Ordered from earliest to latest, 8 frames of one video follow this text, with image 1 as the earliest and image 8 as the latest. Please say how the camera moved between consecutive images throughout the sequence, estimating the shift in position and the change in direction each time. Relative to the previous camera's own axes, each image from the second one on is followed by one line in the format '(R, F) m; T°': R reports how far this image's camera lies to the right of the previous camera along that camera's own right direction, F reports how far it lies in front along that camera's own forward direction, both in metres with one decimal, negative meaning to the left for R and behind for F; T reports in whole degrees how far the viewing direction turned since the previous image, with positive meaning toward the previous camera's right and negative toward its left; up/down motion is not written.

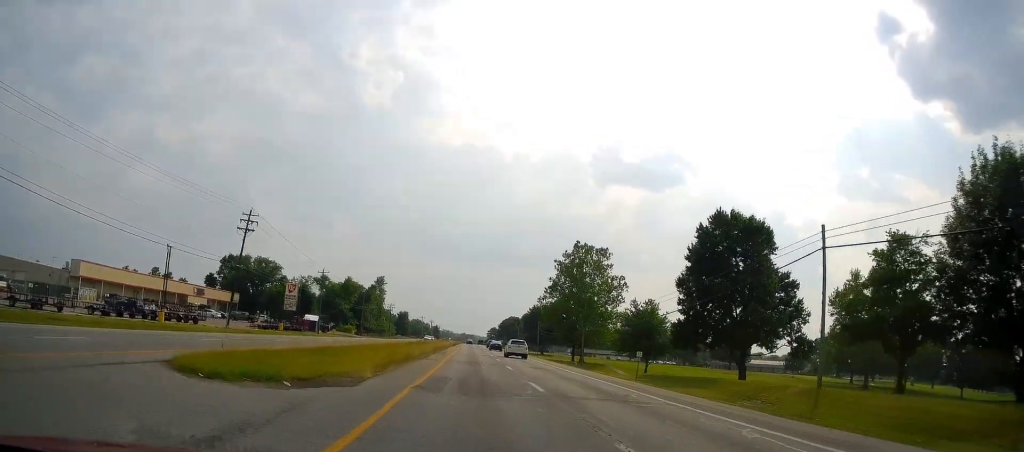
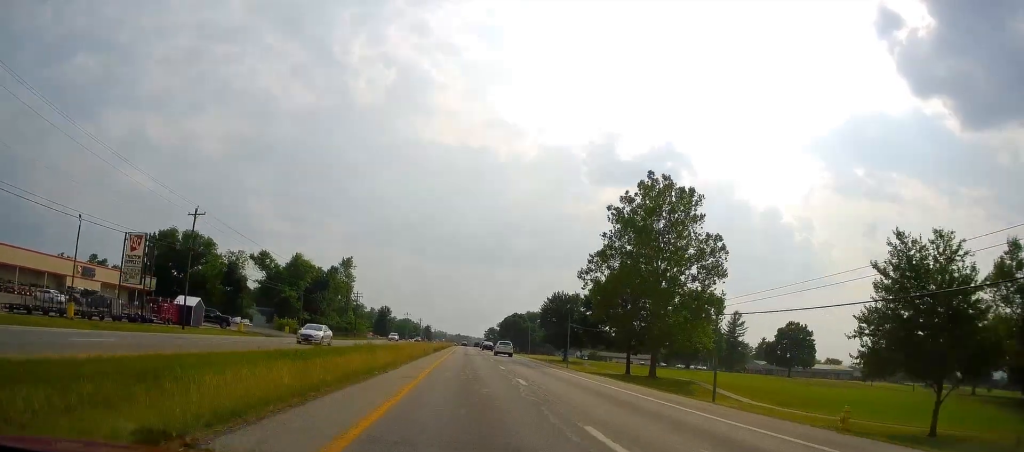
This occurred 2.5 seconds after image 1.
(-0.8, +45.0) m; -2°
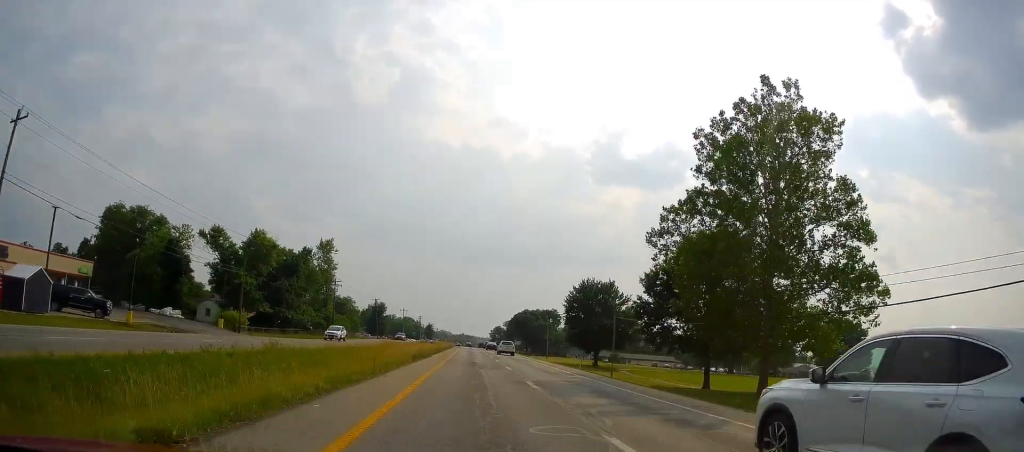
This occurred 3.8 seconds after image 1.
(+0.1, +26.1) m; -1°
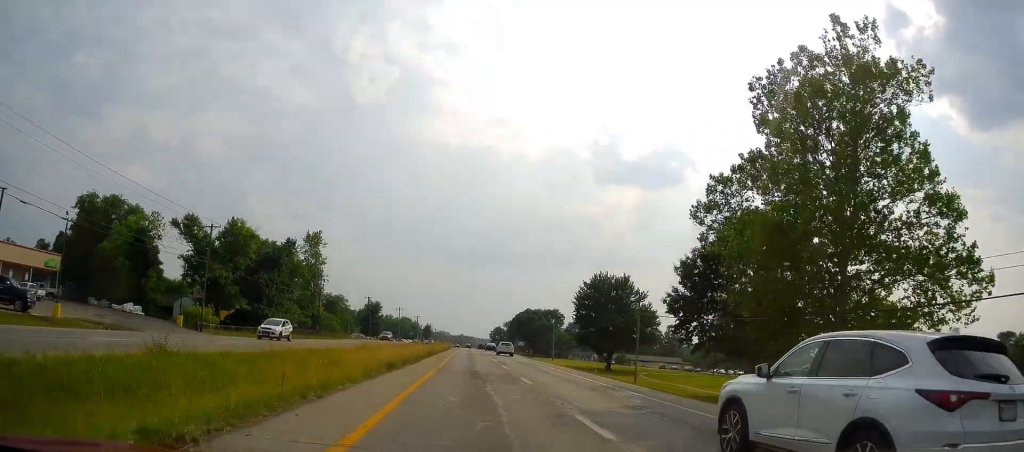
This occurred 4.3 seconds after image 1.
(+0.1, +9.6) m; -1°
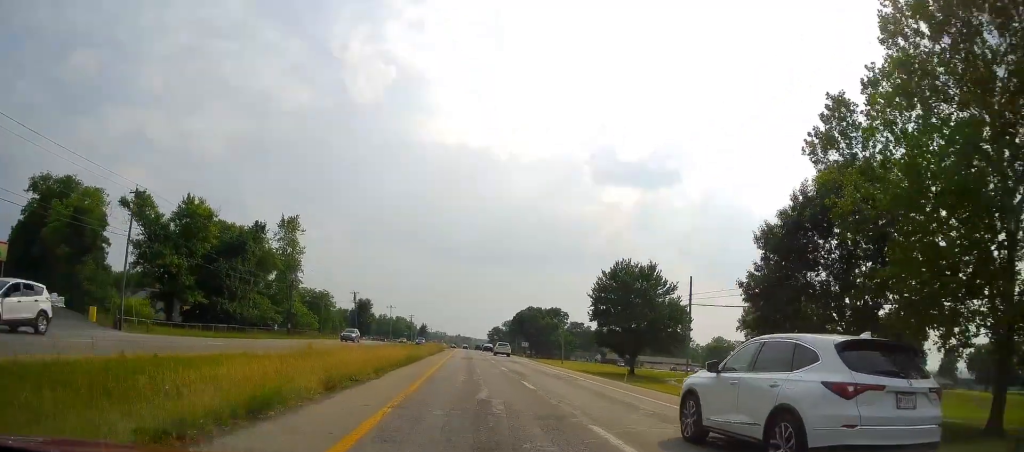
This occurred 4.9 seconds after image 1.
(-0.6, +13.9) m; 0°
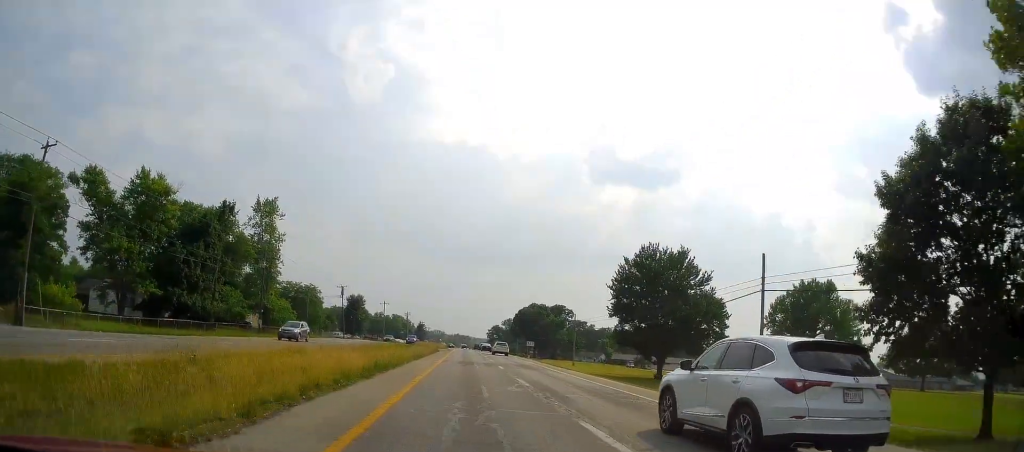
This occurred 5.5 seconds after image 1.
(+0.1, +11.3) m; +1°
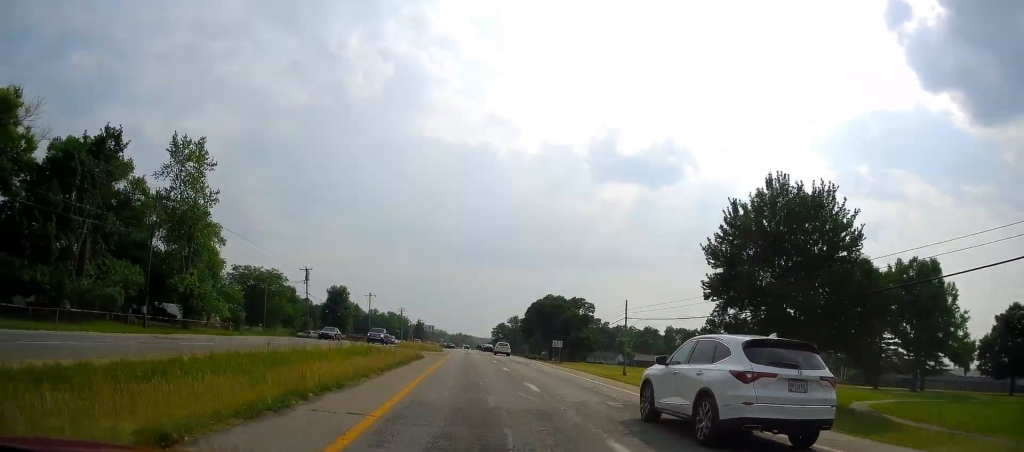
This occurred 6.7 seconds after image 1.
(+0.8, +26.5) m; +1°
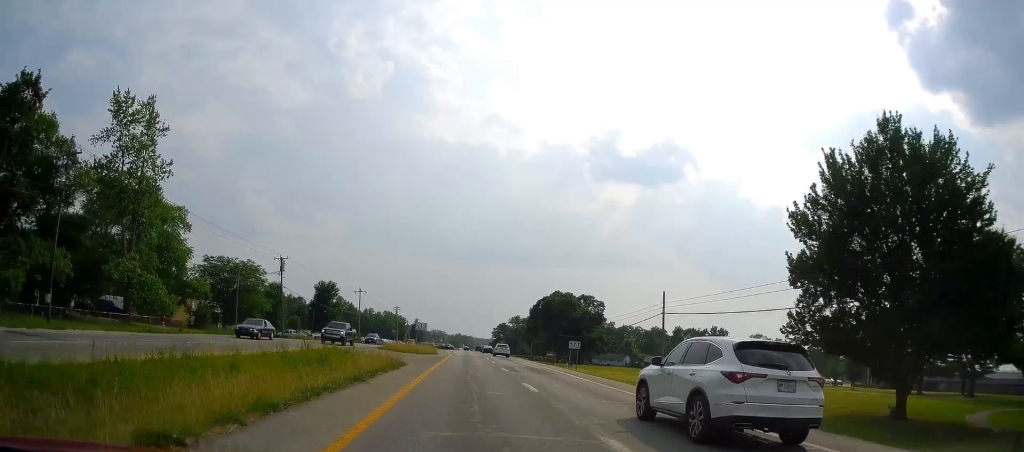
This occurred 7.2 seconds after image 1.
(+0.2, +11.6) m; -1°
